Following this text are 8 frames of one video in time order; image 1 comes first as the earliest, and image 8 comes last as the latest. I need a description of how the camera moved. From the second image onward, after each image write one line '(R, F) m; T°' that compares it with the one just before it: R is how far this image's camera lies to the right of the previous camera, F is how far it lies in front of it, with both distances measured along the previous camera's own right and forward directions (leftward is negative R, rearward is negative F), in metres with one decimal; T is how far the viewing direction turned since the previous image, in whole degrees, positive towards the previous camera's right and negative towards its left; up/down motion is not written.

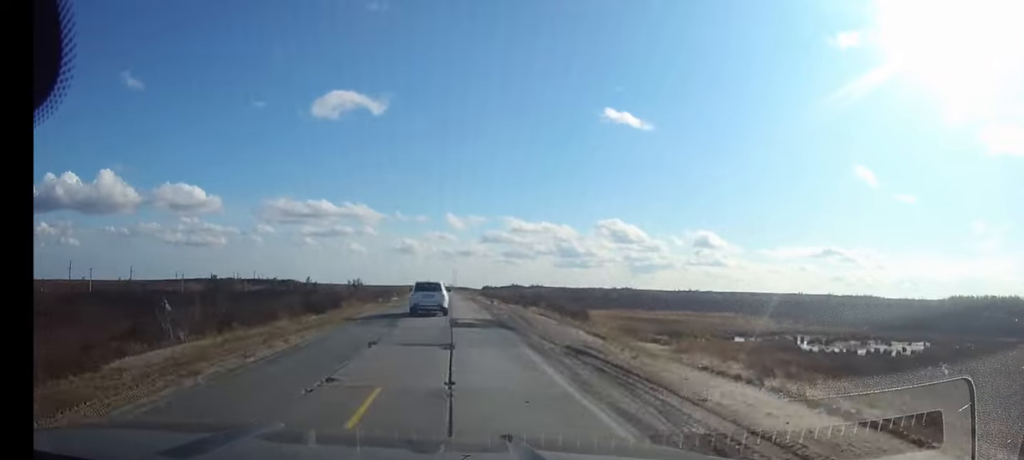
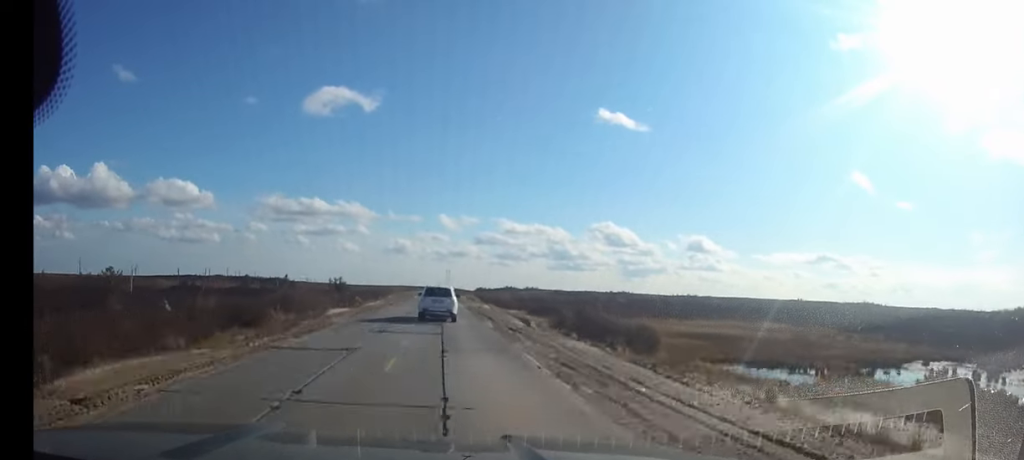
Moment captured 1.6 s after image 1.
(0.0, +36.3) m; 0°
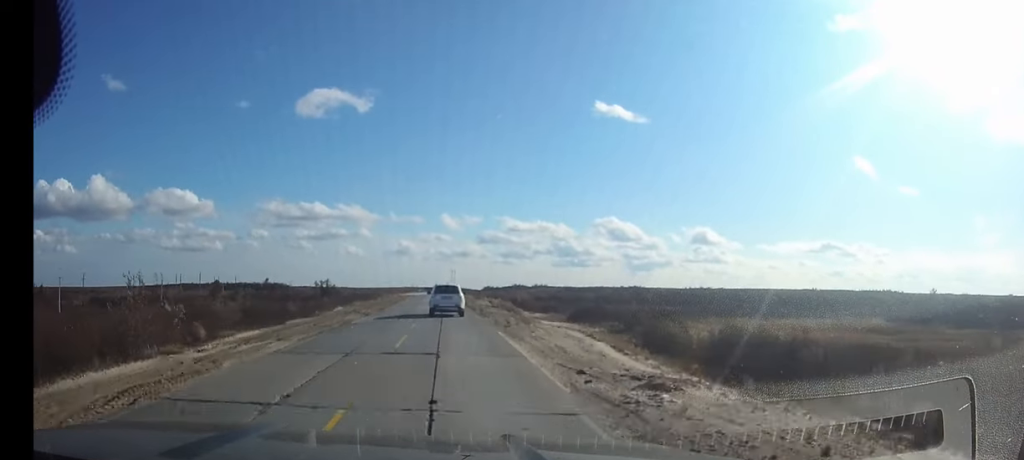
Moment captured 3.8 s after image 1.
(-0.1, +46.9) m; -1°
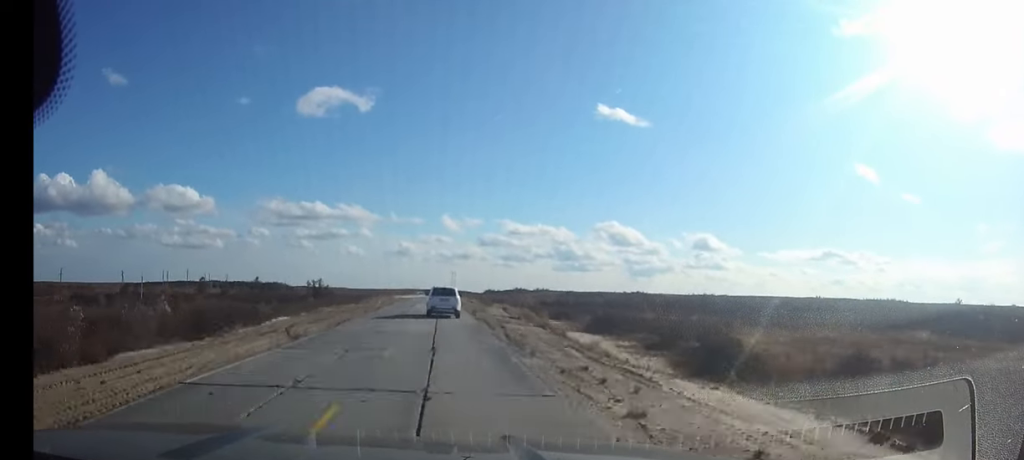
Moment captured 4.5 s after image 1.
(-0.1, +16.5) m; 0°
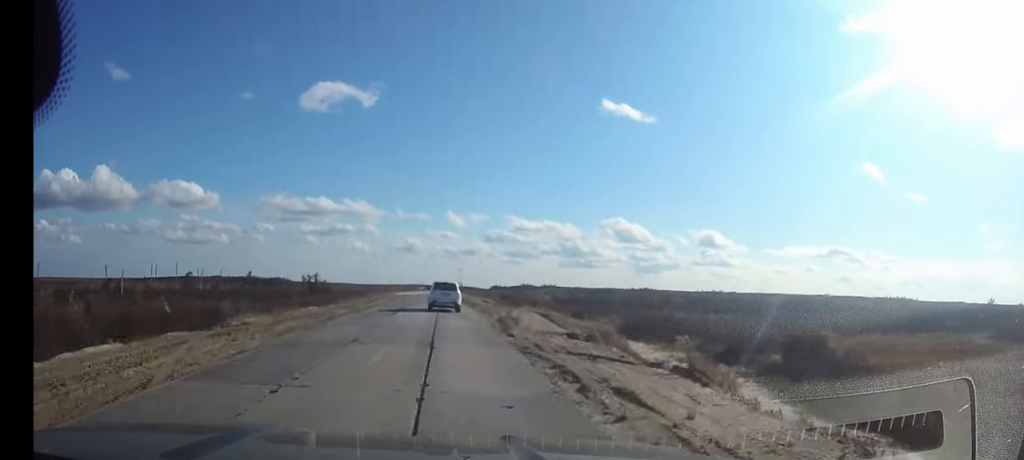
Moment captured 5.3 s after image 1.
(-0.1, +18.5) m; 0°
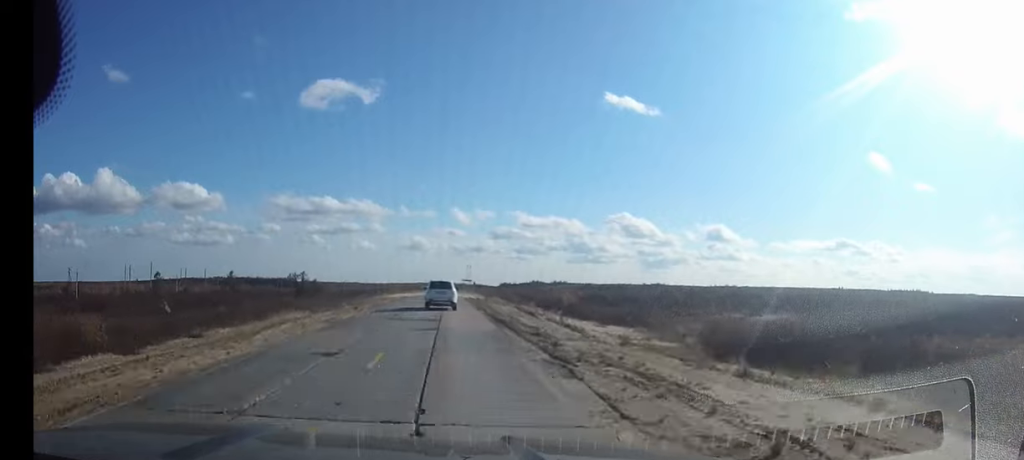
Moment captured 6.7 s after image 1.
(-0.1, +30.9) m; -1°
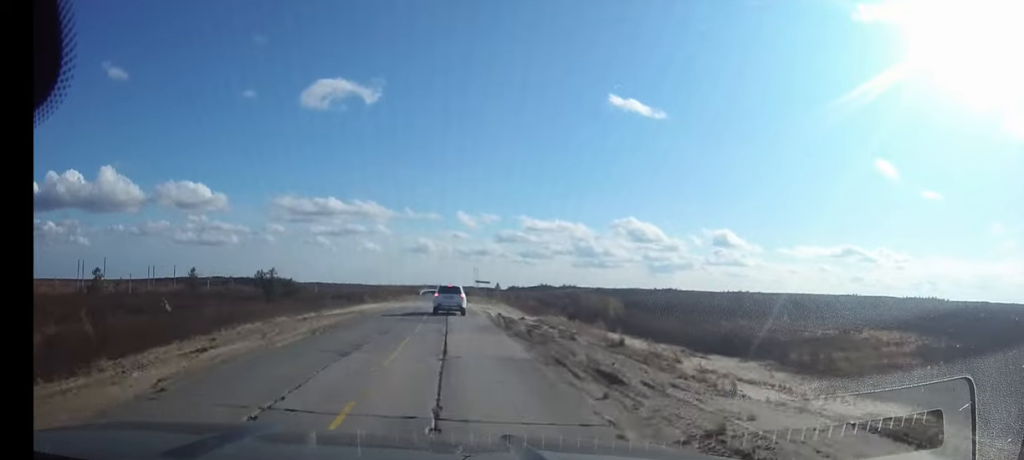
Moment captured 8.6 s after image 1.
(-0.2, +41.4) m; 0°
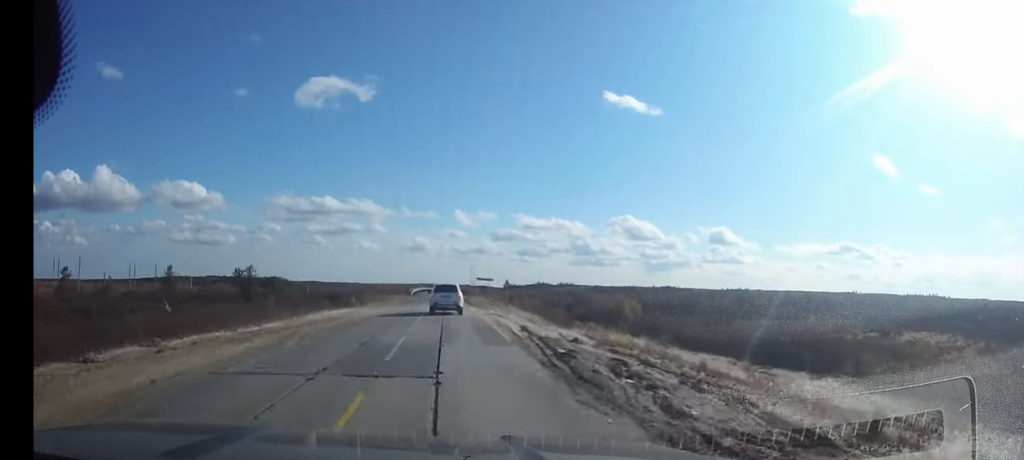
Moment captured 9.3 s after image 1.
(0.0, +15.5) m; 0°
